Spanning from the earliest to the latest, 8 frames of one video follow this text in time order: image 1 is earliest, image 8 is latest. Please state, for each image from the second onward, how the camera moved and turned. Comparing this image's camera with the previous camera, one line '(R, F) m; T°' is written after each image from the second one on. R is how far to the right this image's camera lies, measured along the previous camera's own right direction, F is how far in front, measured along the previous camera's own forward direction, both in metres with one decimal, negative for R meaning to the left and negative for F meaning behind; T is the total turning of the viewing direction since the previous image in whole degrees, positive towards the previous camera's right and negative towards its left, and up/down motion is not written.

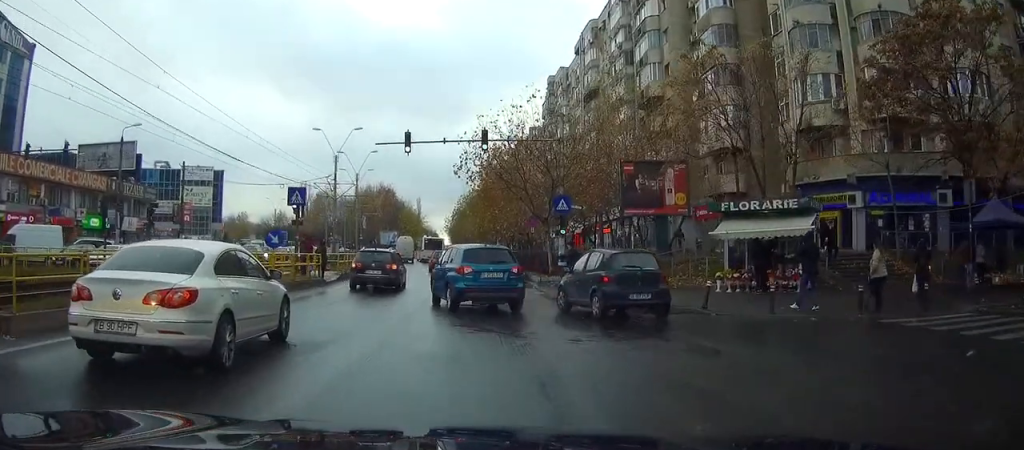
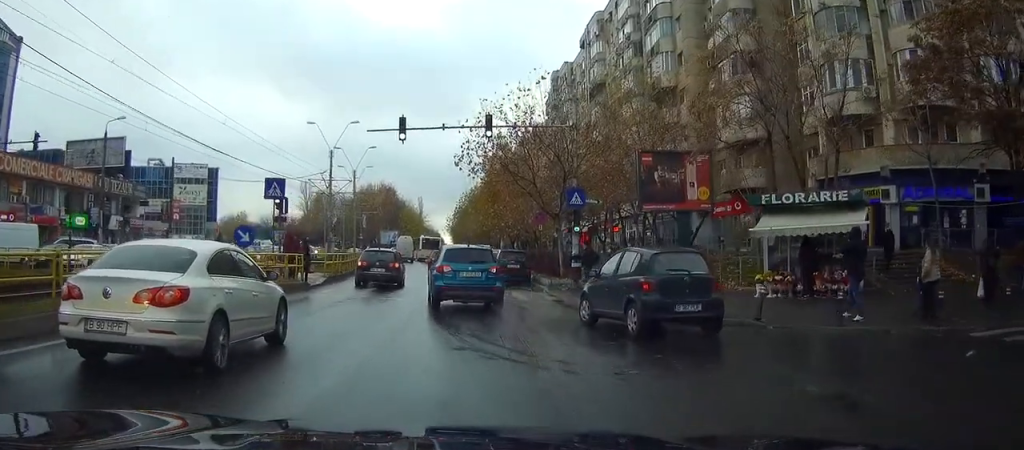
(0.0, +3.4) m; -2°
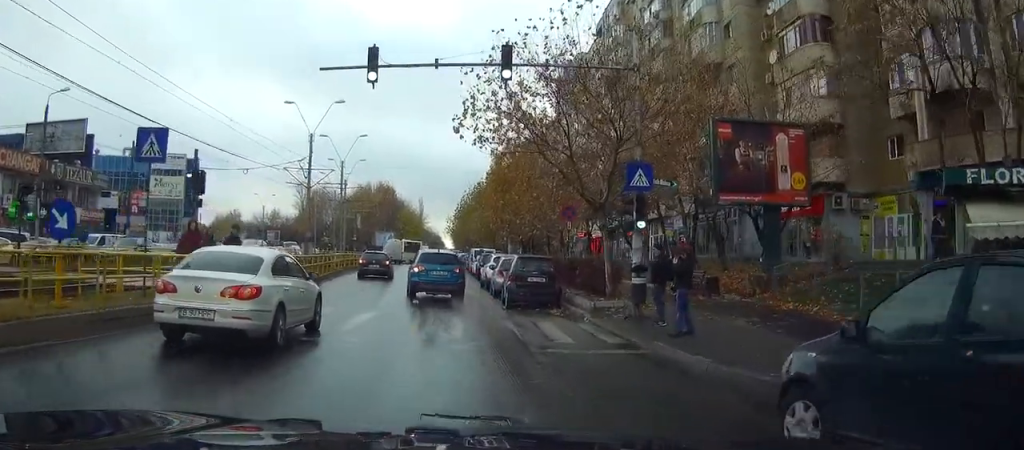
(-0.4, +9.3) m; -5°
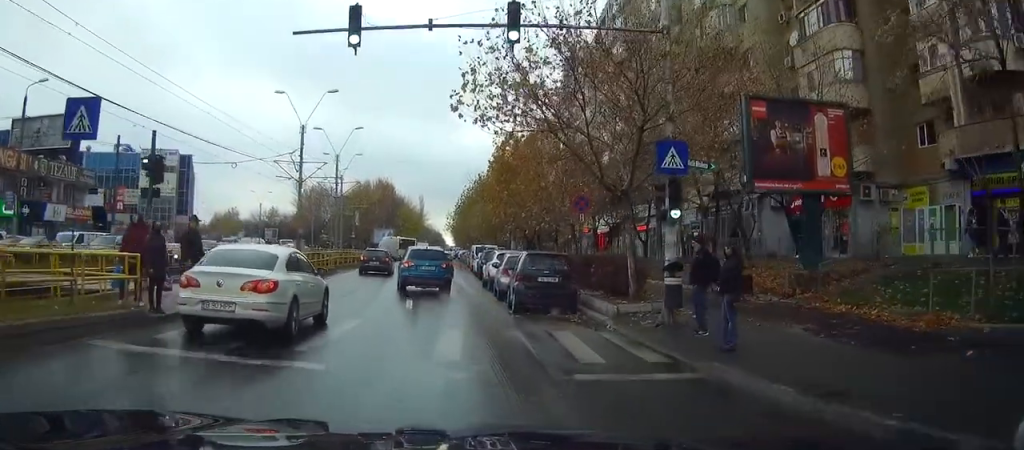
(-0.1, +2.6) m; -1°
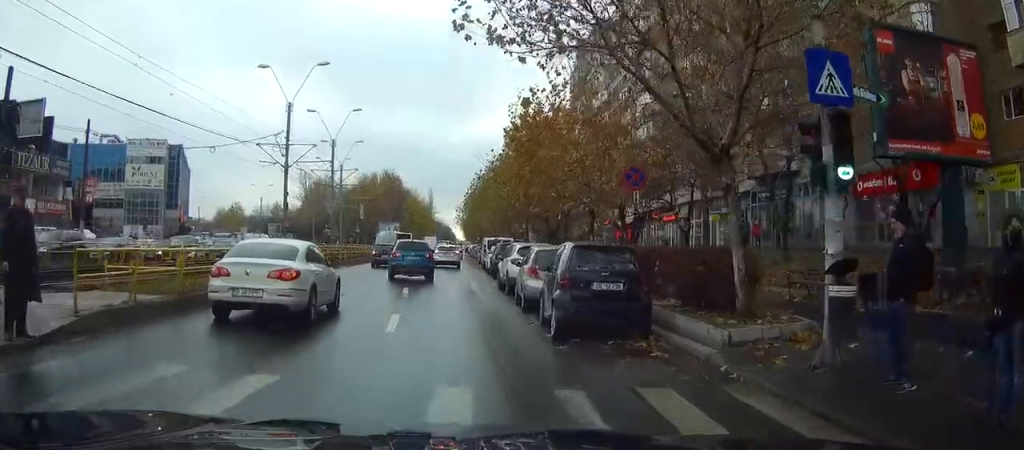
(-0.2, +5.8) m; -2°
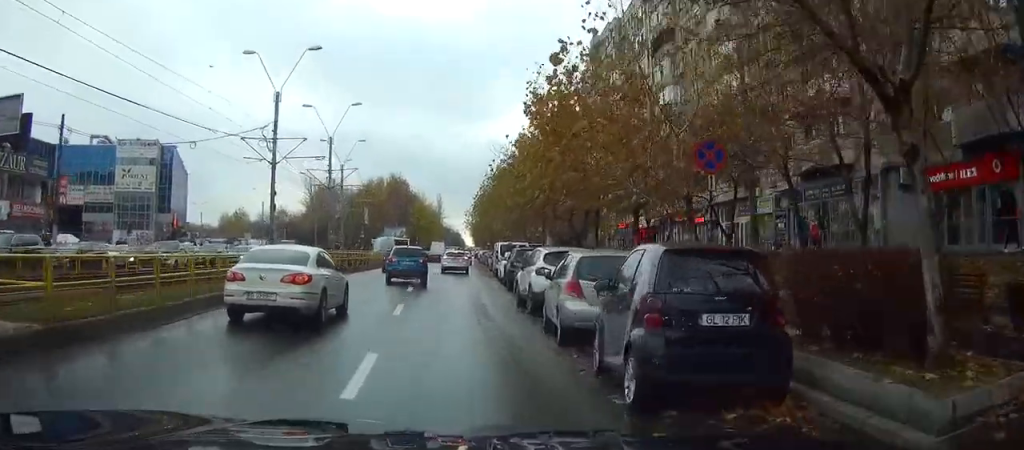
(0.0, +4.7) m; -1°
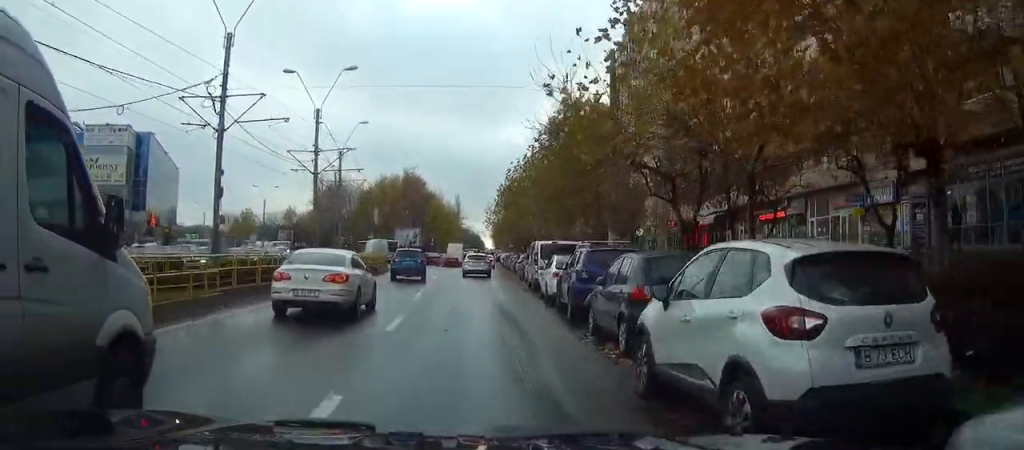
(0.0, +11.8) m; 0°
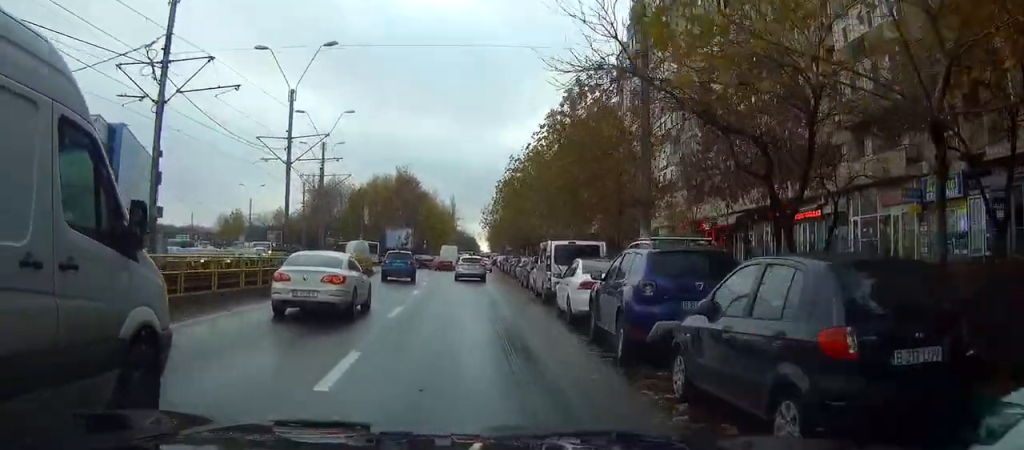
(0.0, +5.3) m; 0°
